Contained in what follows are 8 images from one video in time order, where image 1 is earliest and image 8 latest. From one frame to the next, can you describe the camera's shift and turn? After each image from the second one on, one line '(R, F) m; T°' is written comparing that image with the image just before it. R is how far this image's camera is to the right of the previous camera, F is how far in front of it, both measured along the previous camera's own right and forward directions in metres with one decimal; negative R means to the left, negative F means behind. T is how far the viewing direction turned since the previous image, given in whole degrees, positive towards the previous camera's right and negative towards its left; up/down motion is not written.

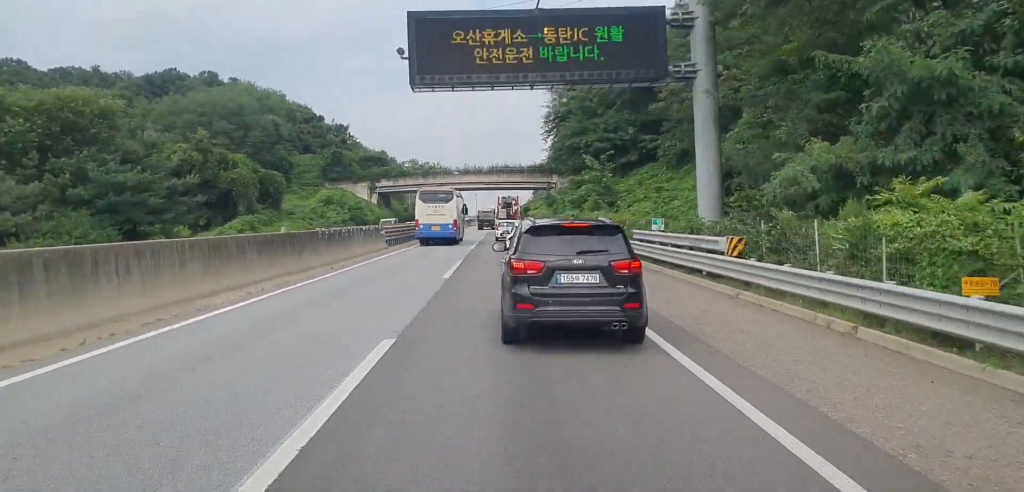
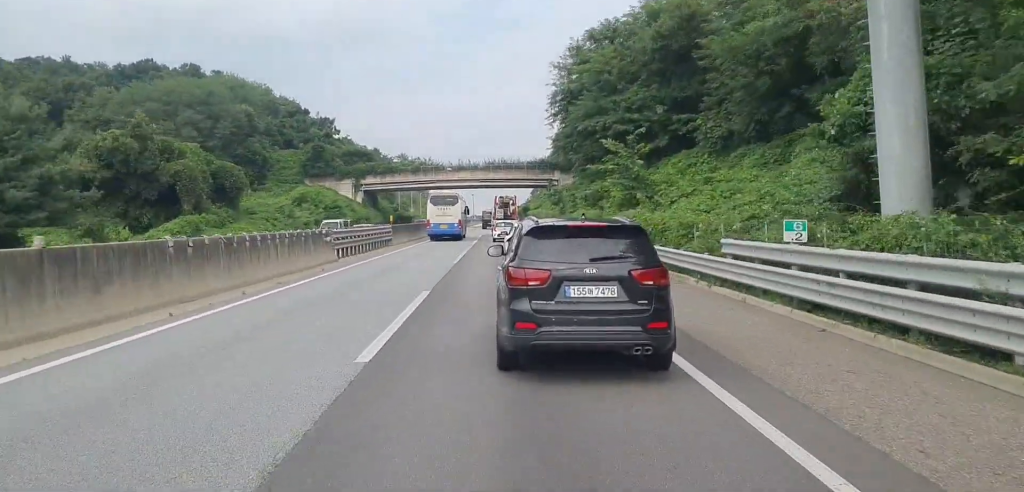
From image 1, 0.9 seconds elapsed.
(0.0, +12.8) m; 0°
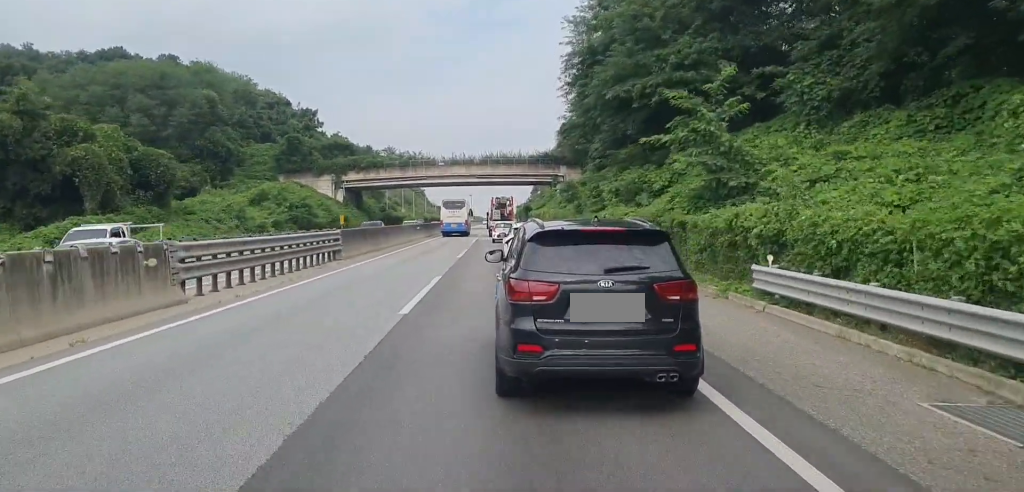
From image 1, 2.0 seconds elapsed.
(-0.1, +15.6) m; -1°
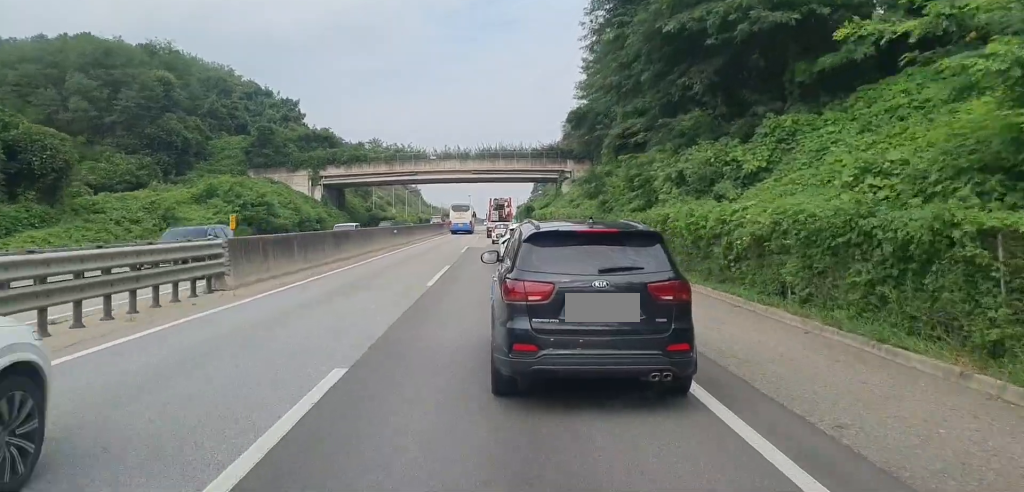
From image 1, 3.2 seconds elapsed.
(-0.1, +13.7) m; +1°
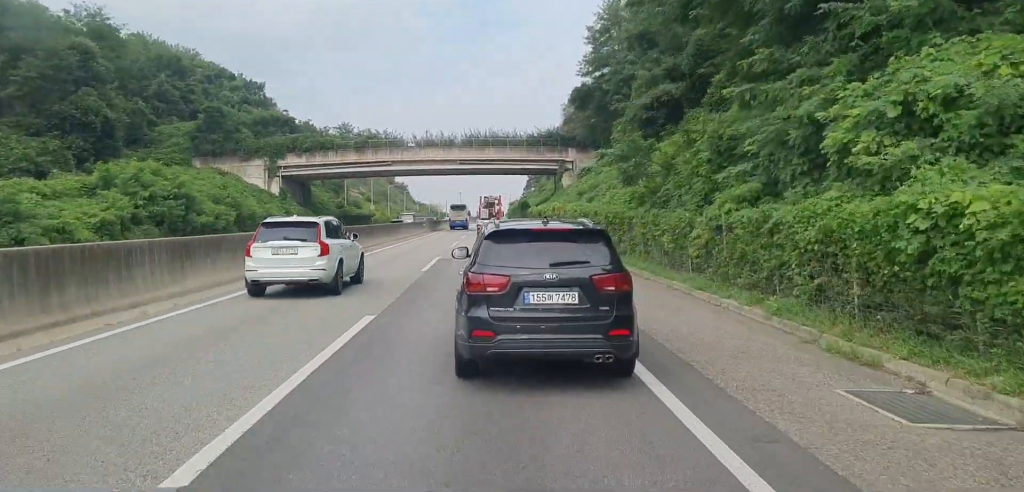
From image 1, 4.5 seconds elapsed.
(+0.4, +15.5) m; 0°
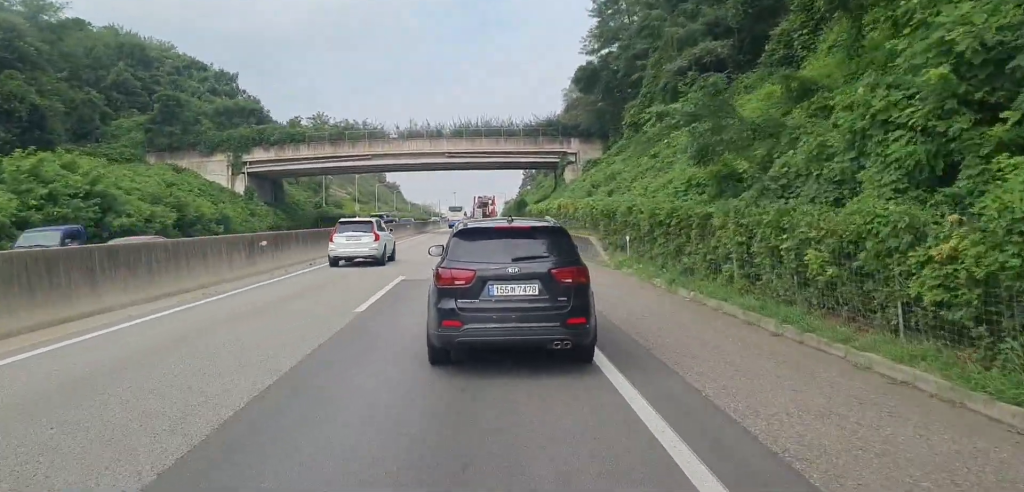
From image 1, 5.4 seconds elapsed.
(-0.3, +10.7) m; 0°
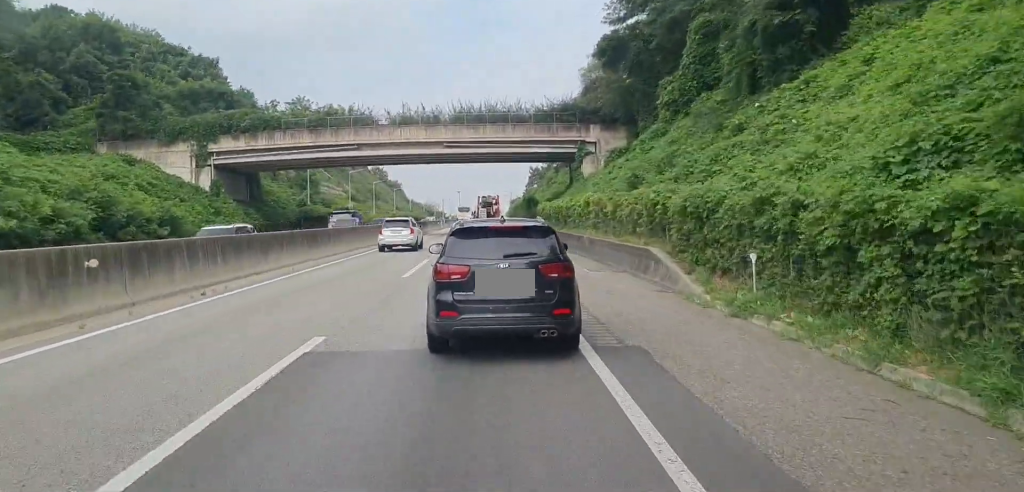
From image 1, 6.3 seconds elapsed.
(+0.2, +11.4) m; +1°
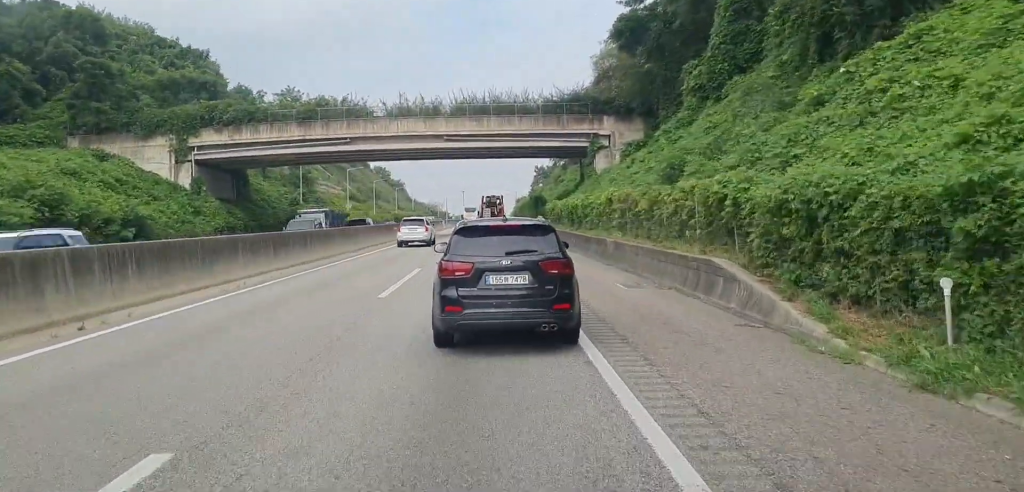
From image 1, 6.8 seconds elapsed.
(+0.1, +6.3) m; 0°
